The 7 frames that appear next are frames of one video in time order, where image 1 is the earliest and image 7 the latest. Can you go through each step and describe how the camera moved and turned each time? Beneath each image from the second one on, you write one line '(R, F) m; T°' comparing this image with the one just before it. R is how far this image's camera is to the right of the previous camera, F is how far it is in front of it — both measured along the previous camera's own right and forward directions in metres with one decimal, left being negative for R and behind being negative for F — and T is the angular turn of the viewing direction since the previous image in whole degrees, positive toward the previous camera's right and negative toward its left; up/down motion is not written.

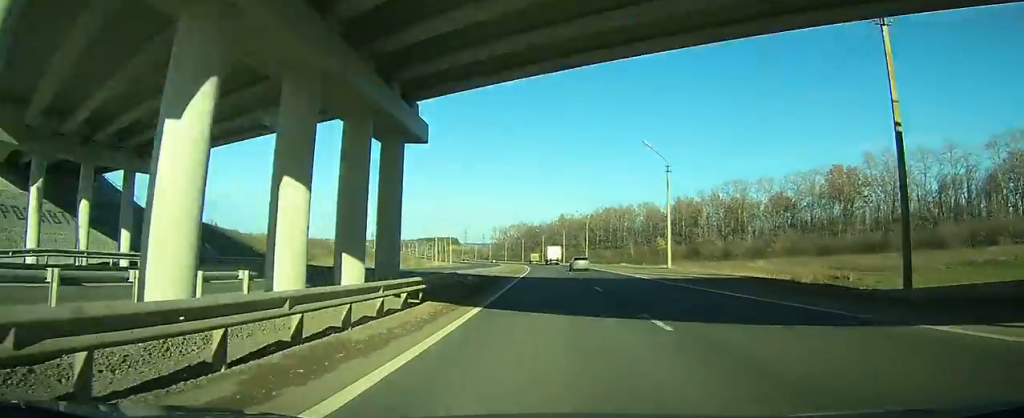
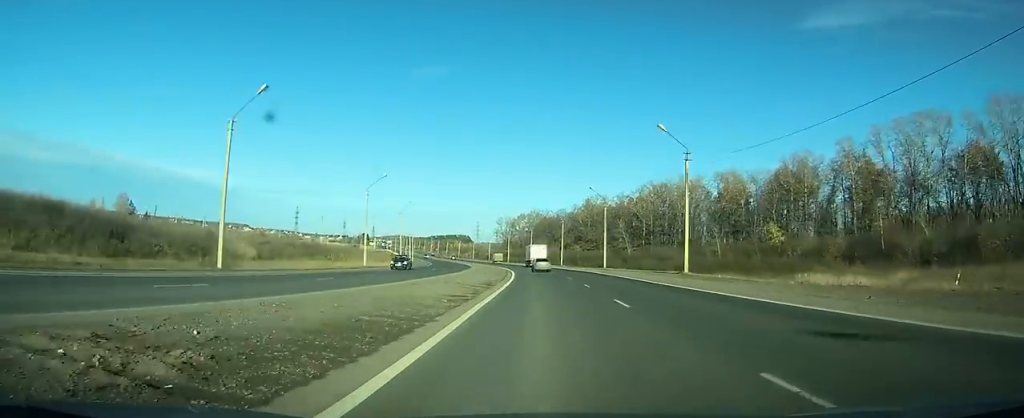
(-0.1, +78.9) m; -1°
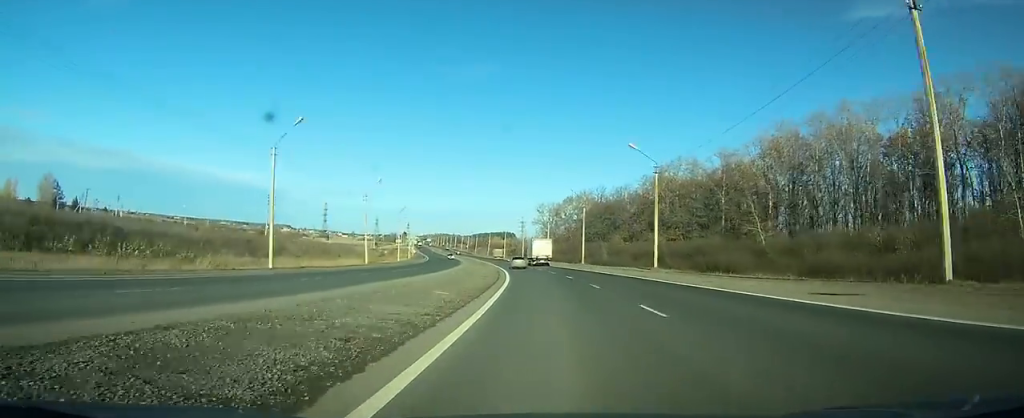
(-1.0, +63.2) m; -3°
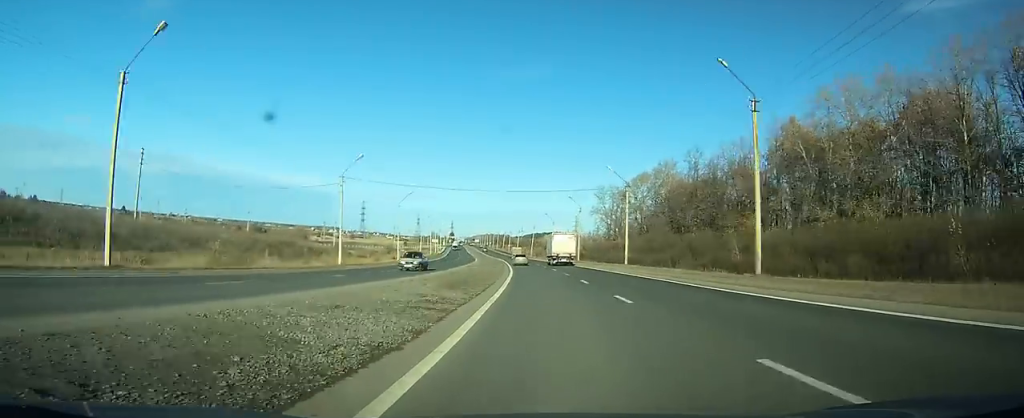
(-2.0, +56.0) m; -4°
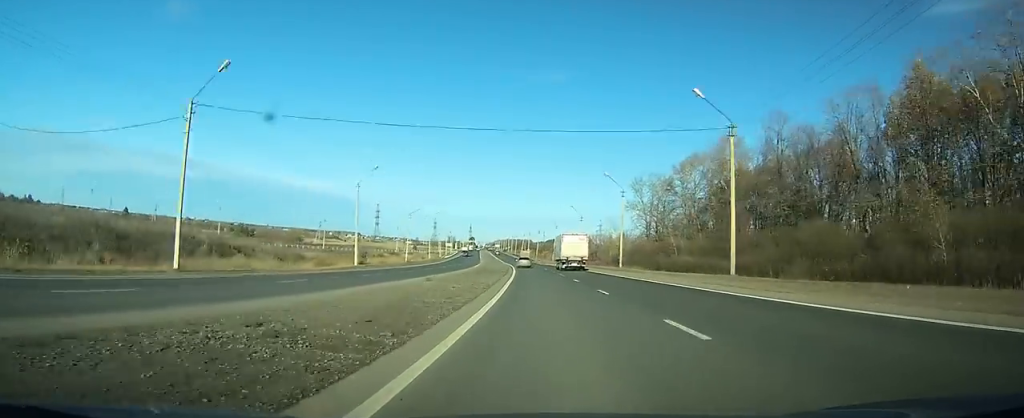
(-0.3, +30.8) m; -3°
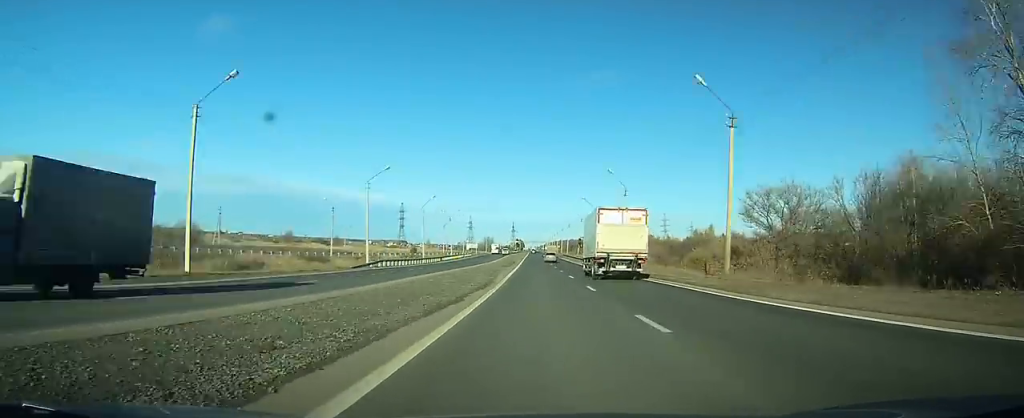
(-6.8, +105.2) m; -6°
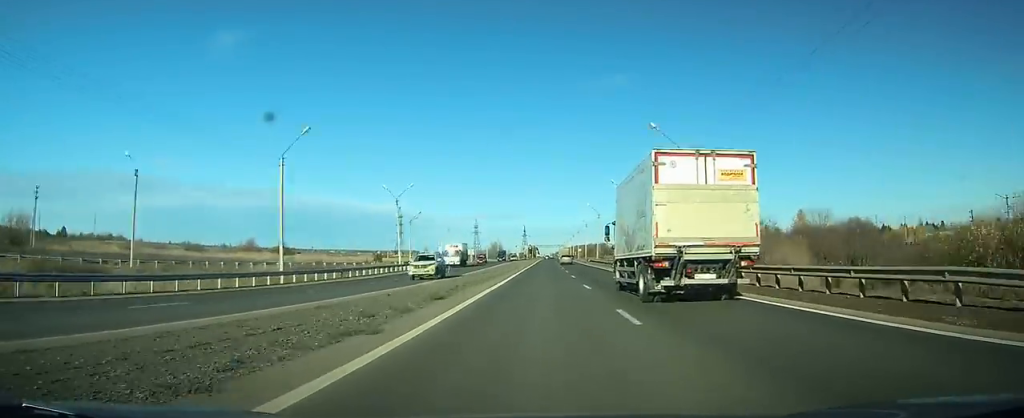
(-1.2, +58.1) m; -2°
